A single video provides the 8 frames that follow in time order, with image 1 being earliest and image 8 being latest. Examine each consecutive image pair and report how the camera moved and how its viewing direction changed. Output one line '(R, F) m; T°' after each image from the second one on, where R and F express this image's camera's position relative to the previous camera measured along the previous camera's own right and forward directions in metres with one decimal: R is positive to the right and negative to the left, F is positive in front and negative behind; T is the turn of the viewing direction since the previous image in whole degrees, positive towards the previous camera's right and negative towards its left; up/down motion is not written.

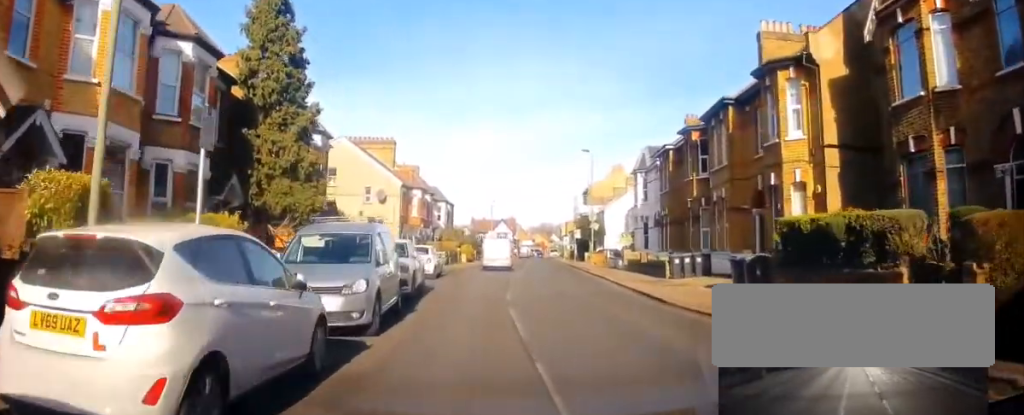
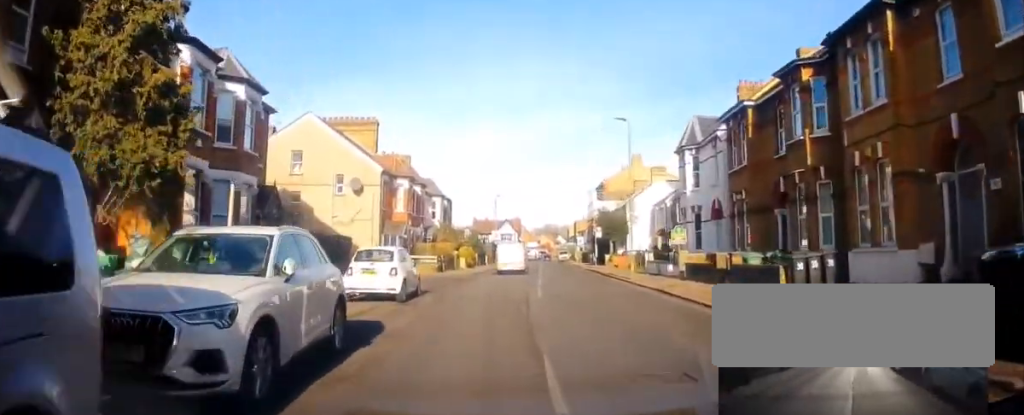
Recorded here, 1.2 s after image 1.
(-0.1, +10.2) m; +1°
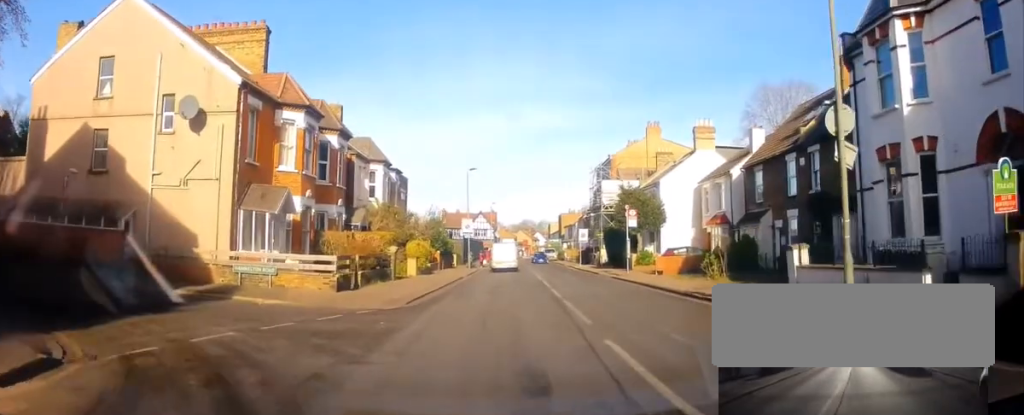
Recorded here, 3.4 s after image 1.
(+0.9, +19.8) m; +4°
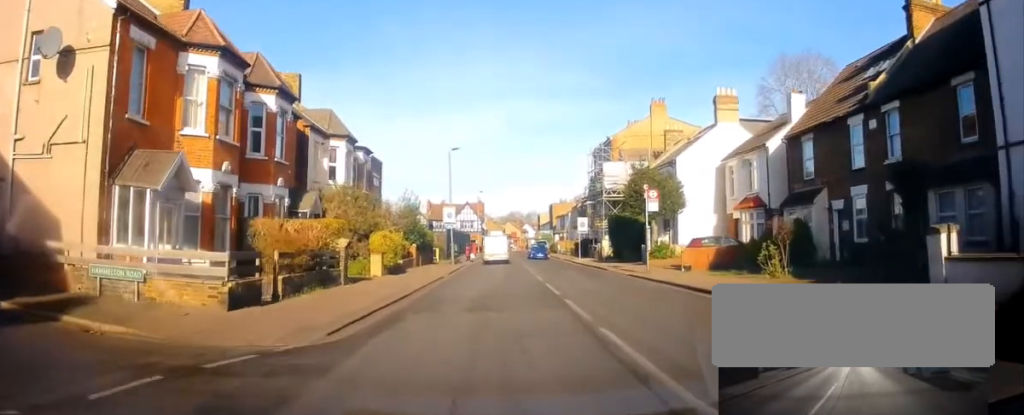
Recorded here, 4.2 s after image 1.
(-0.1, +6.7) m; 0°
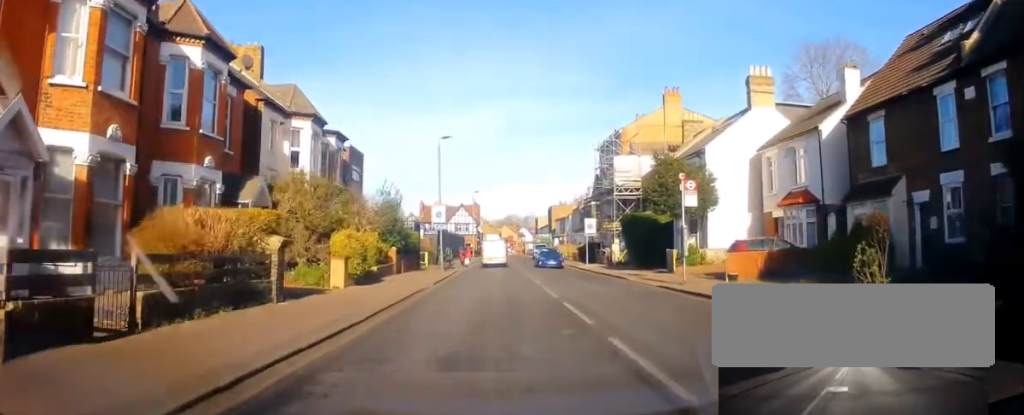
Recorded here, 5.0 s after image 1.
(-0.1, +5.9) m; +1°
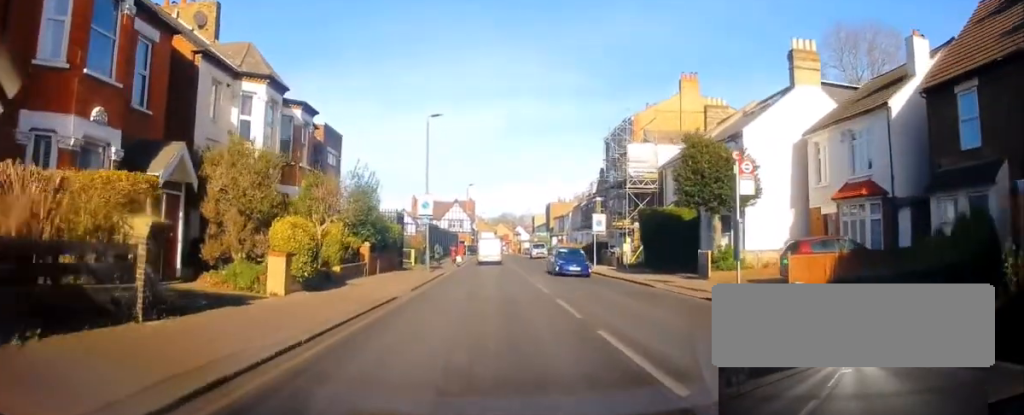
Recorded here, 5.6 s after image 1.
(+0.2, +5.4) m; +2°
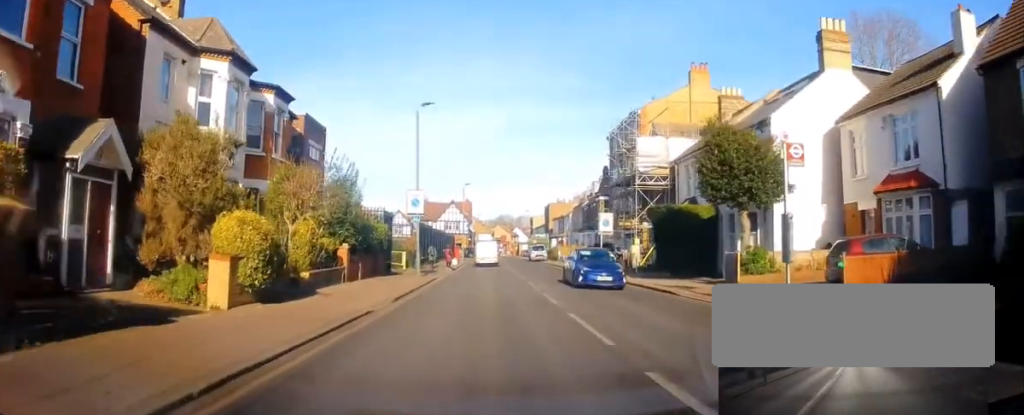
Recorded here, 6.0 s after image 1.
(0.0, +2.9) m; 0°
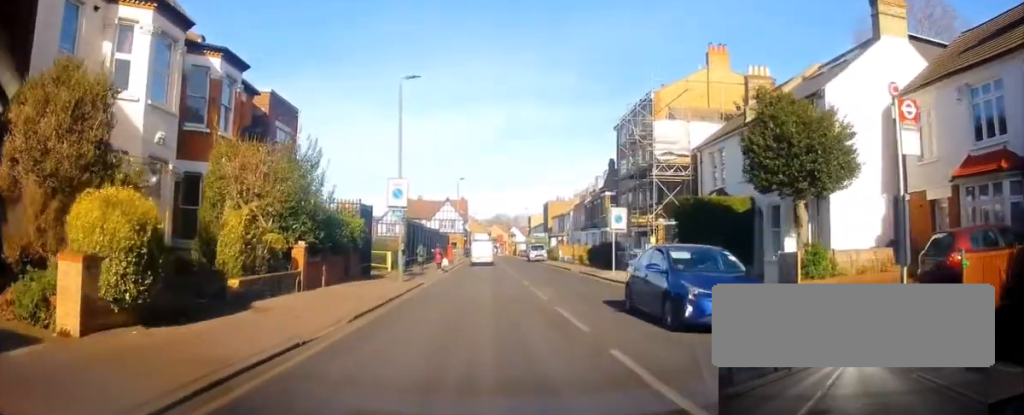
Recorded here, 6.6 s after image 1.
(0.0, +4.3) m; 0°
